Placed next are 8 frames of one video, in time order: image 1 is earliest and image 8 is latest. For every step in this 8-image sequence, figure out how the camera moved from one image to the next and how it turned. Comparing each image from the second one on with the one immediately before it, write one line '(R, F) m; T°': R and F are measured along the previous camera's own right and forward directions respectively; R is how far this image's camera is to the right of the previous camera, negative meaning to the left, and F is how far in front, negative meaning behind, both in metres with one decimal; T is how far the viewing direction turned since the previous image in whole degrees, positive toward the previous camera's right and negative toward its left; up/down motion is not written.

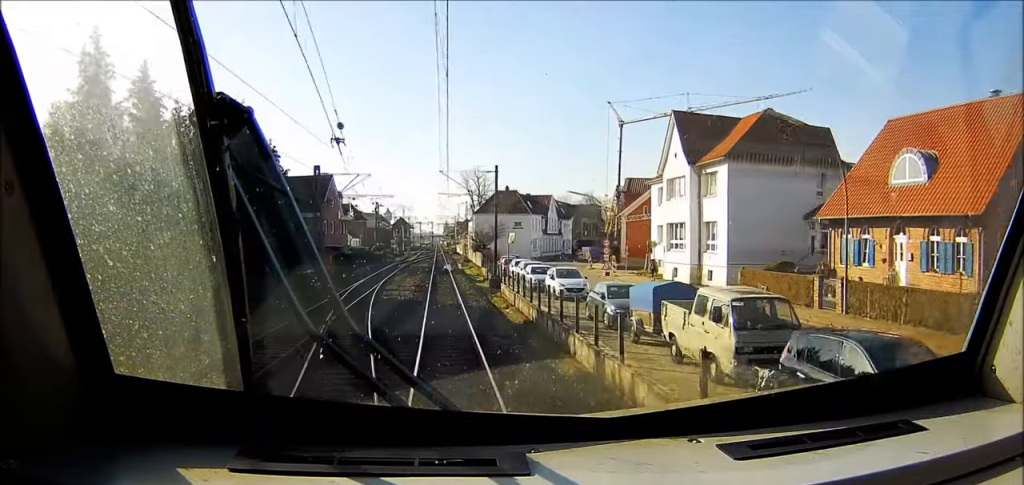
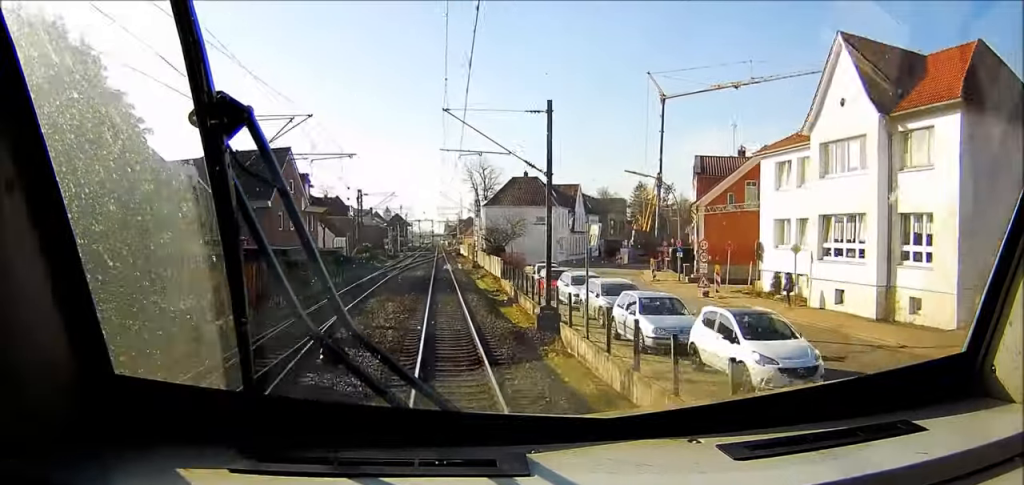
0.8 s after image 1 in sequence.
(0.0, +23.7) m; 0°
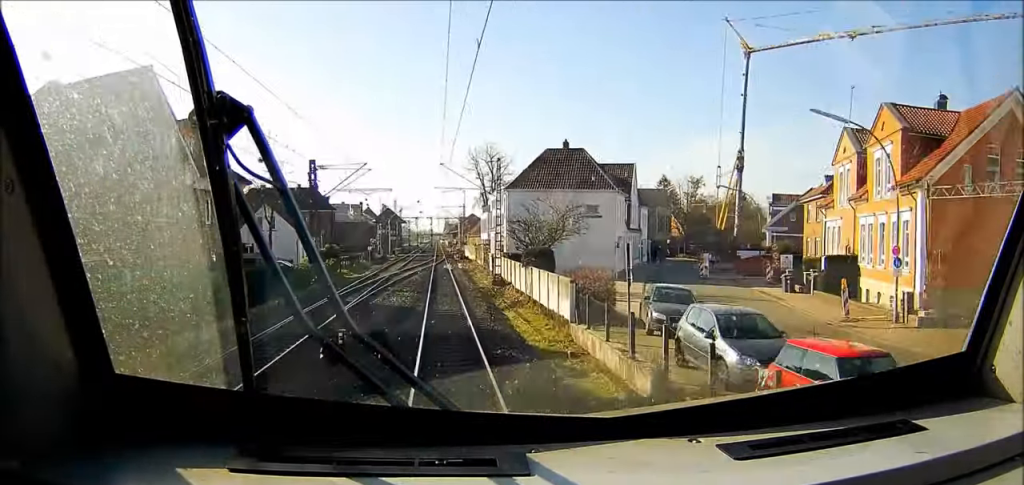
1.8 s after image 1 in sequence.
(+0.1, +27.4) m; +1°
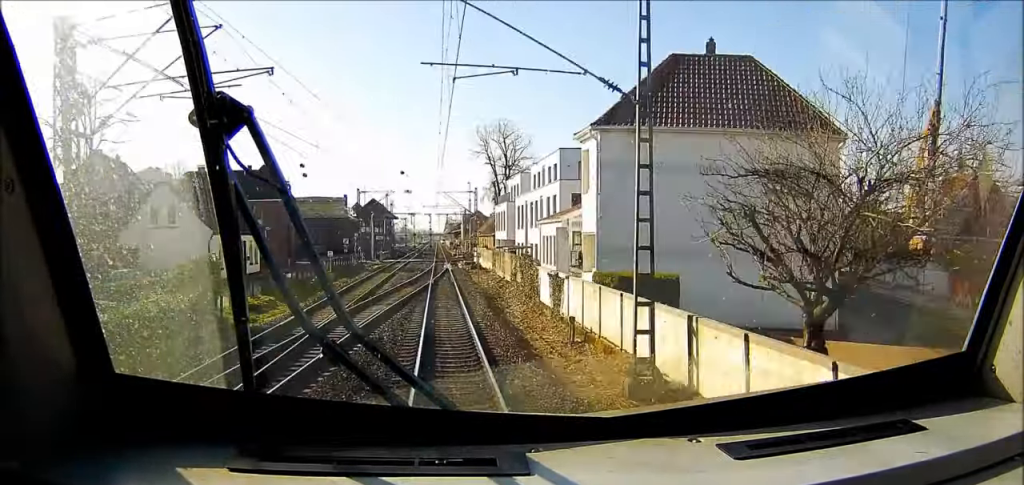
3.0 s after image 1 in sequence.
(+0.4, +34.8) m; +1°
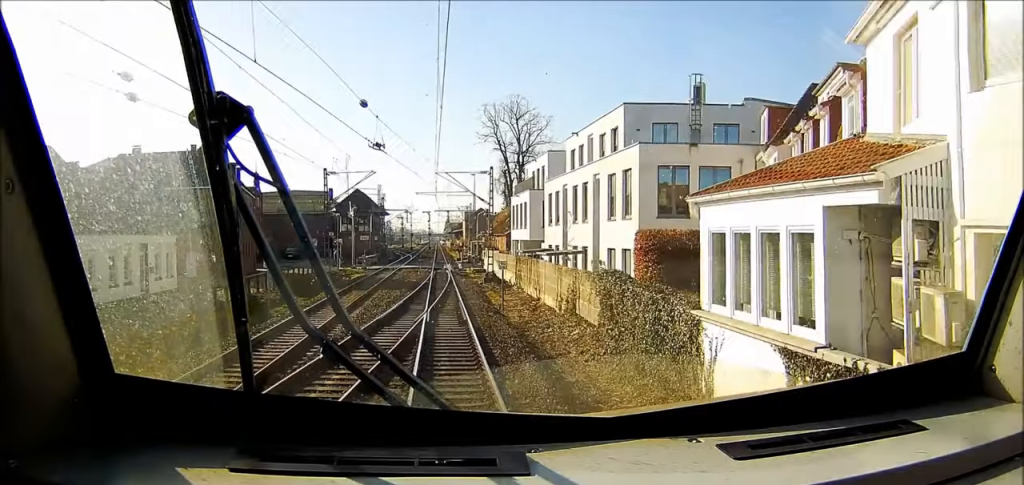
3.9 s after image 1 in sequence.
(0.0, +23.1) m; 0°
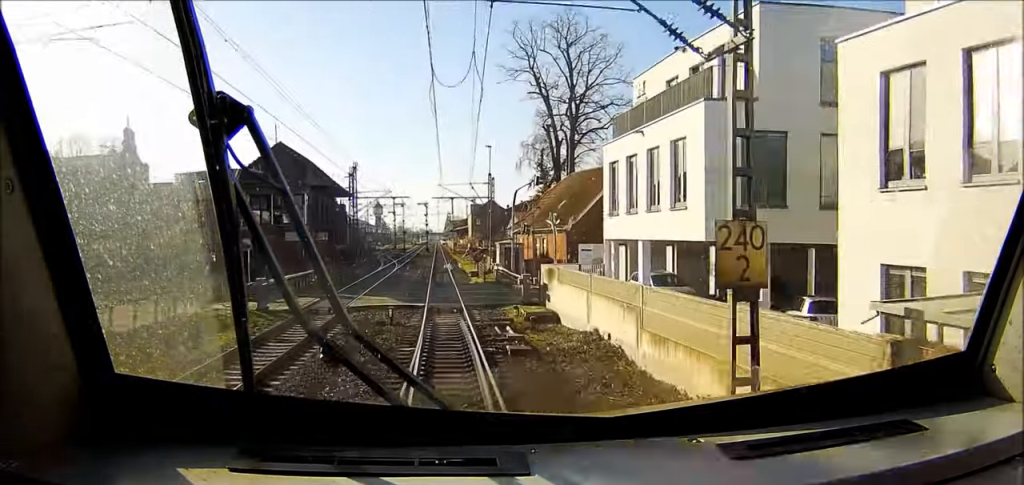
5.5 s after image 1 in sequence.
(0.0, +42.9) m; 0°
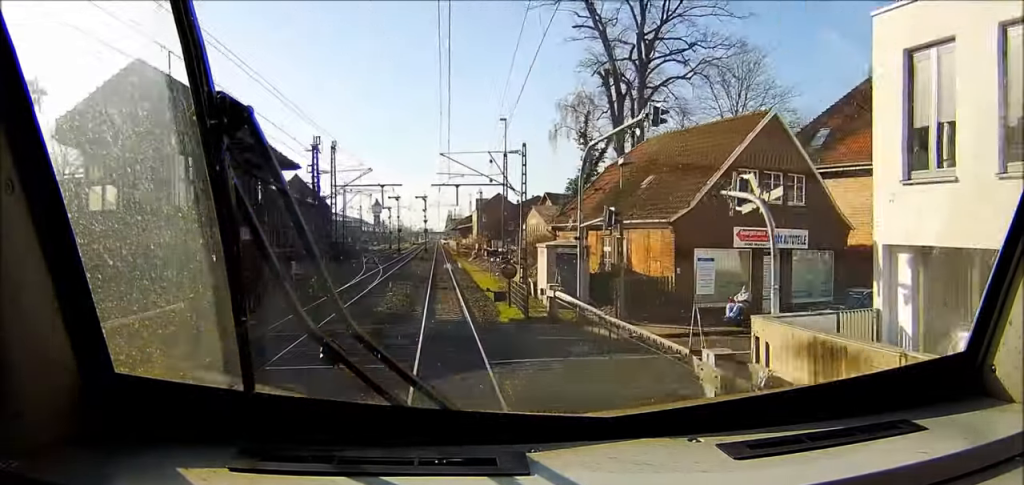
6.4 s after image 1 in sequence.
(+0.1, +20.9) m; 0°
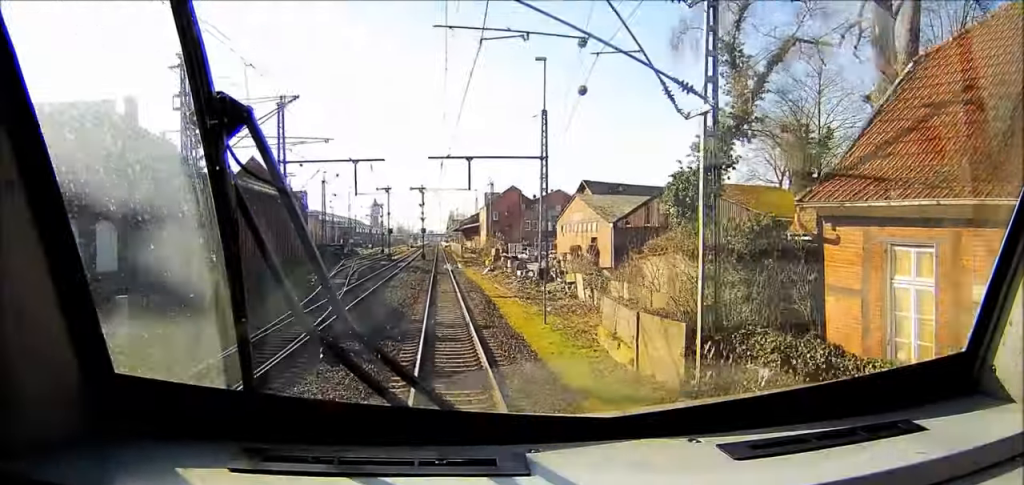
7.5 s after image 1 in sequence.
(+0.1, +26.0) m; 0°
